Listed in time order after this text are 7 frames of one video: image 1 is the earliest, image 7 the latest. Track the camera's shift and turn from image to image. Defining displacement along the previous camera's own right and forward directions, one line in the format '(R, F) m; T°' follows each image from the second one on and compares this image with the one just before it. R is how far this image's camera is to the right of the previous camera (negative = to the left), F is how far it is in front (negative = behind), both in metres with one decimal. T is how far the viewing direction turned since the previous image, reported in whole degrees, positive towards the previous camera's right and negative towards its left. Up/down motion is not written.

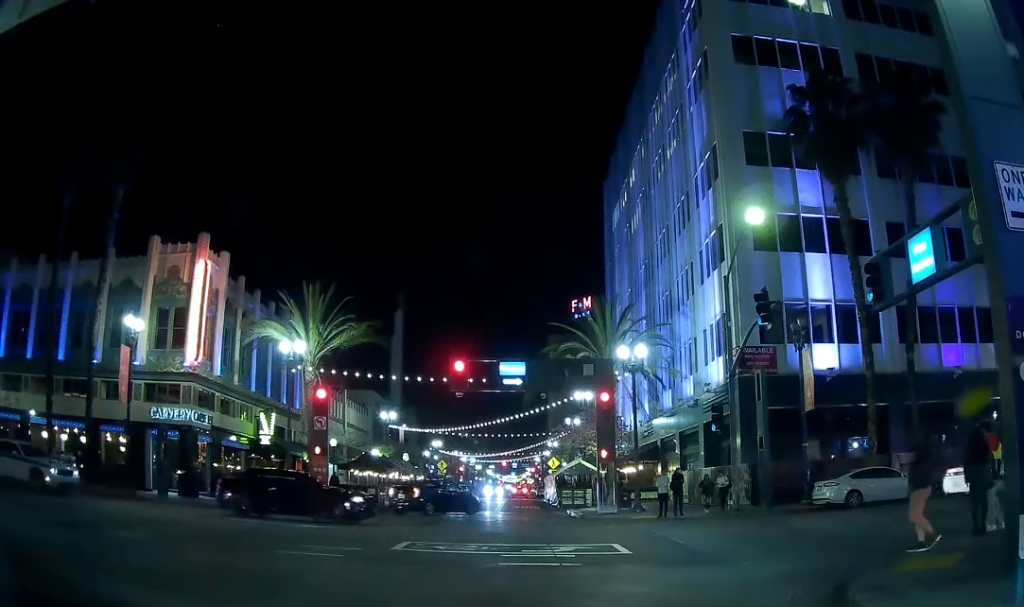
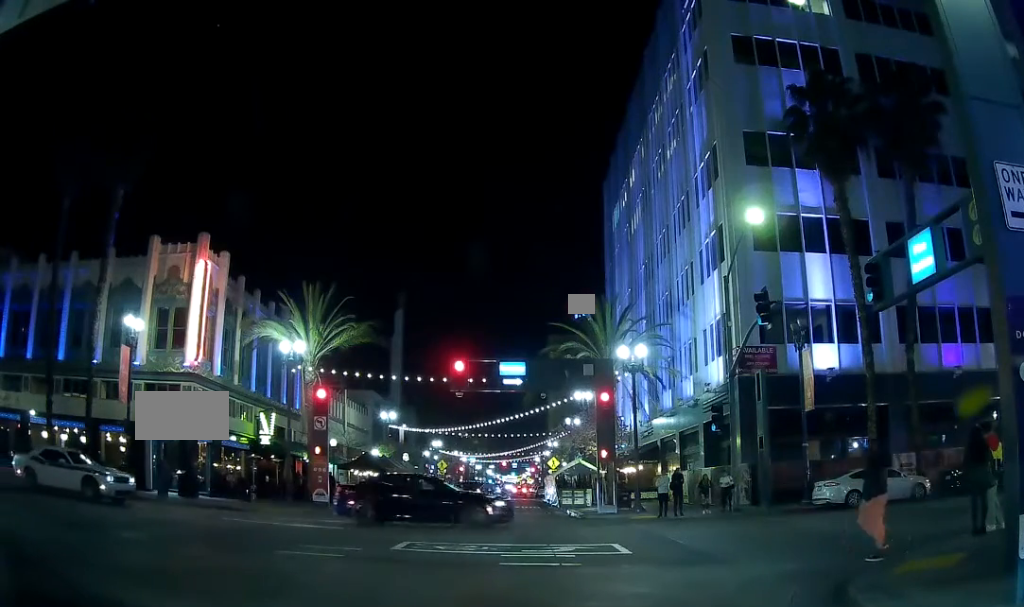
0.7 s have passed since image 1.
(0.0, 0.0) m; 0°
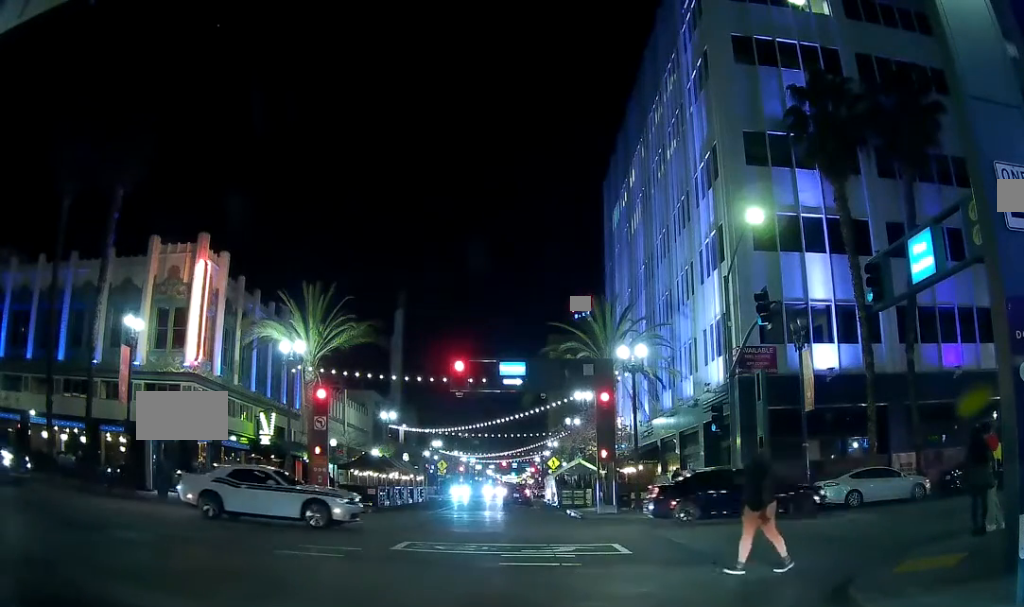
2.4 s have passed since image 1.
(0.0, 0.0) m; 0°
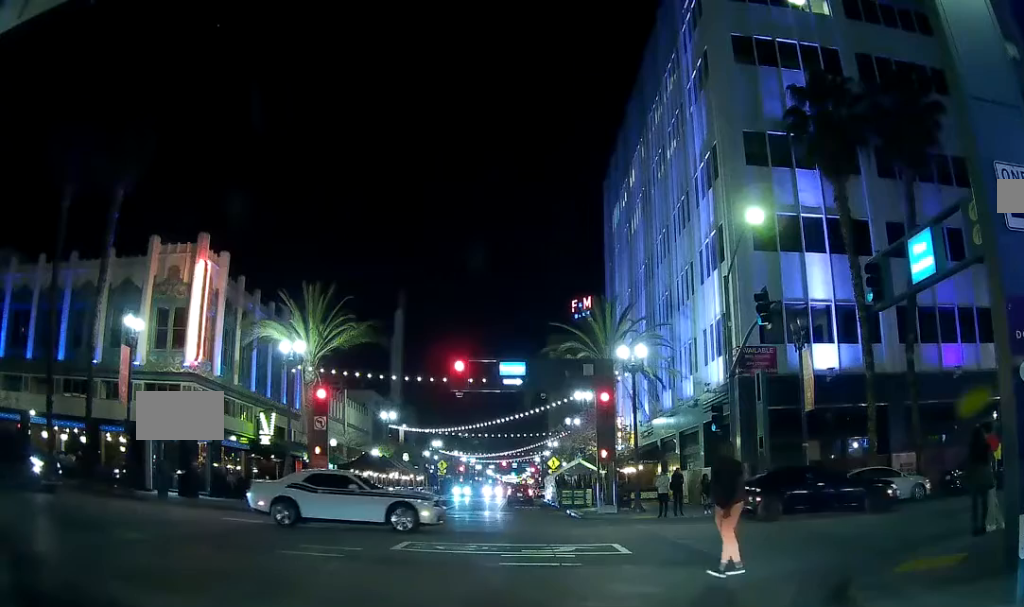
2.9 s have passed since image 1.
(0.0, 0.0) m; 0°
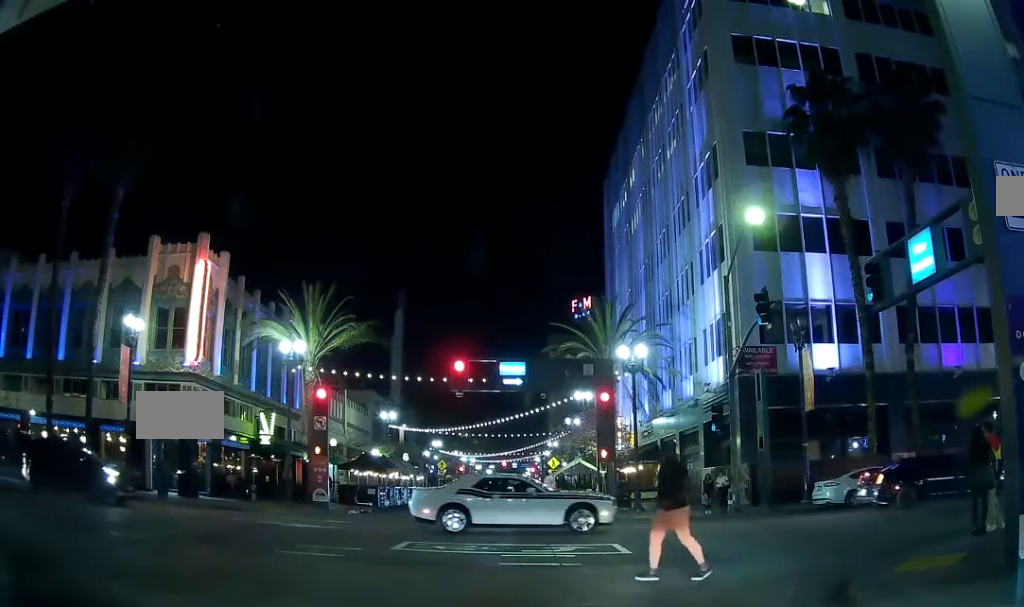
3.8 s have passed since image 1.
(0.0, 0.0) m; 0°
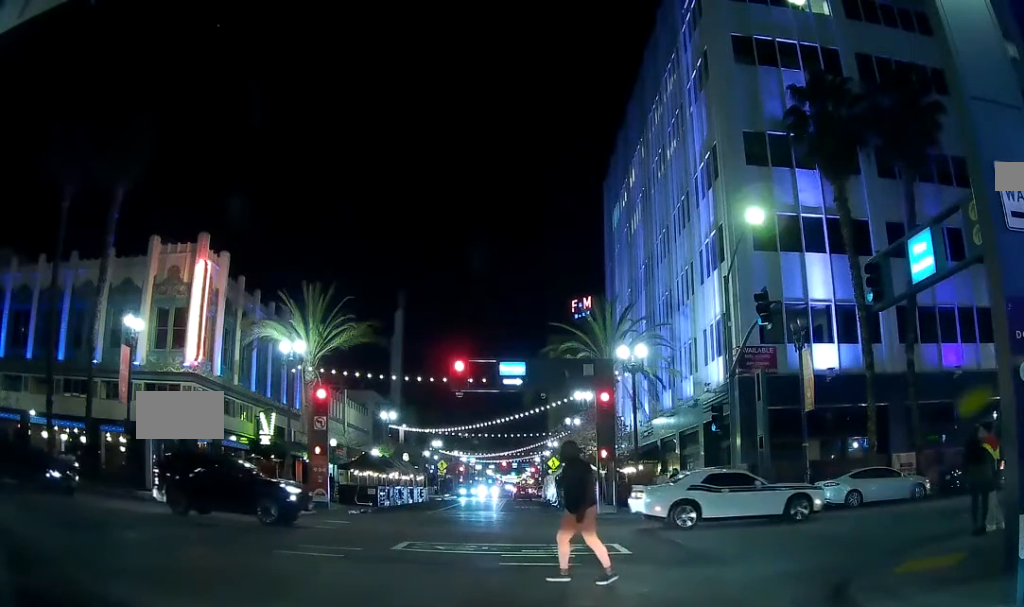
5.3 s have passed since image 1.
(0.0, 0.0) m; 0°
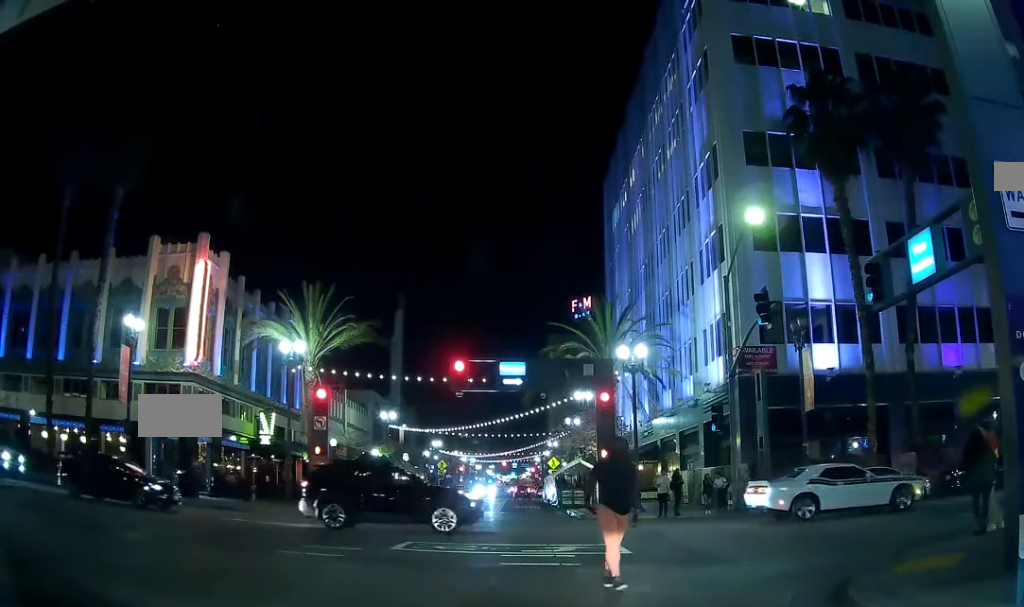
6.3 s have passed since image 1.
(0.0, 0.0) m; 0°
